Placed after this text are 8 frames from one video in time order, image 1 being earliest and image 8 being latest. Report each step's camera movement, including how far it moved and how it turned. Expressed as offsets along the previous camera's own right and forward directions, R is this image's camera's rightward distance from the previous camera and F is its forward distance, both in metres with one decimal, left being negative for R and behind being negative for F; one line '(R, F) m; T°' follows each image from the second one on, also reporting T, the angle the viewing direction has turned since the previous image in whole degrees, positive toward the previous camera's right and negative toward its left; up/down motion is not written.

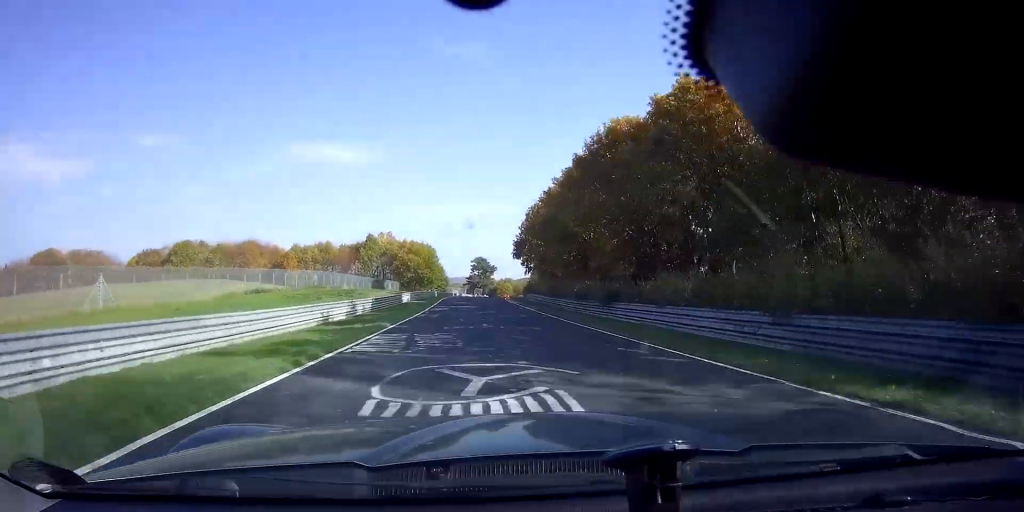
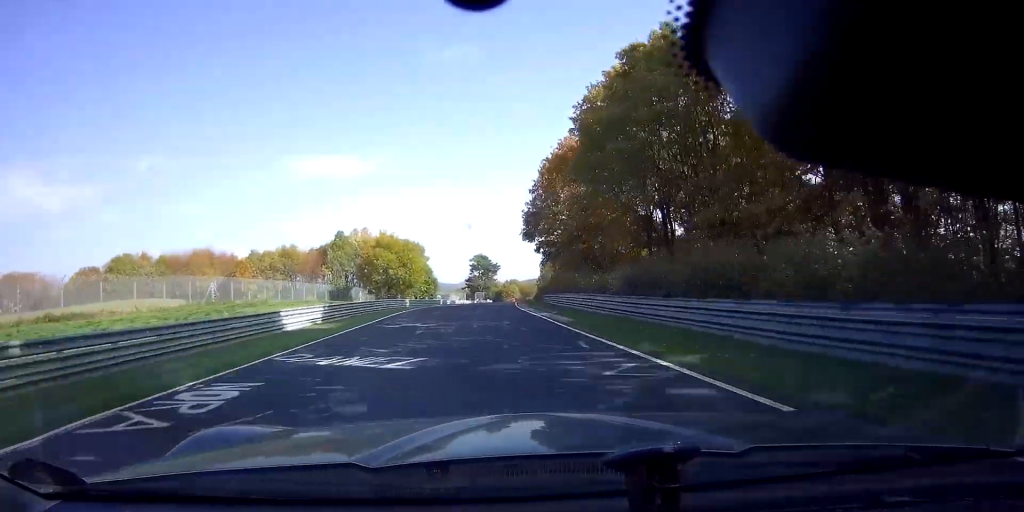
(-0.3, +30.5) m; -1°
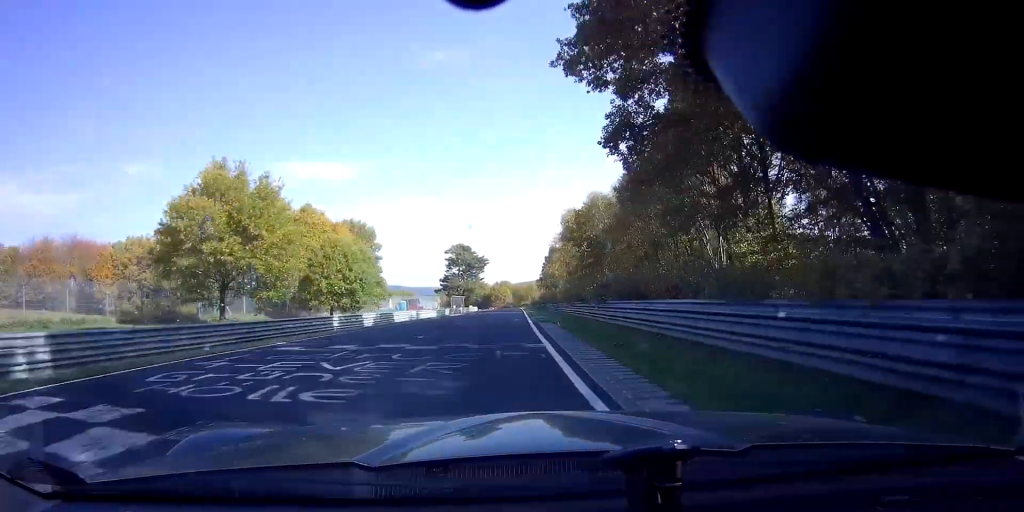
(-0.3, +45.9) m; +1°
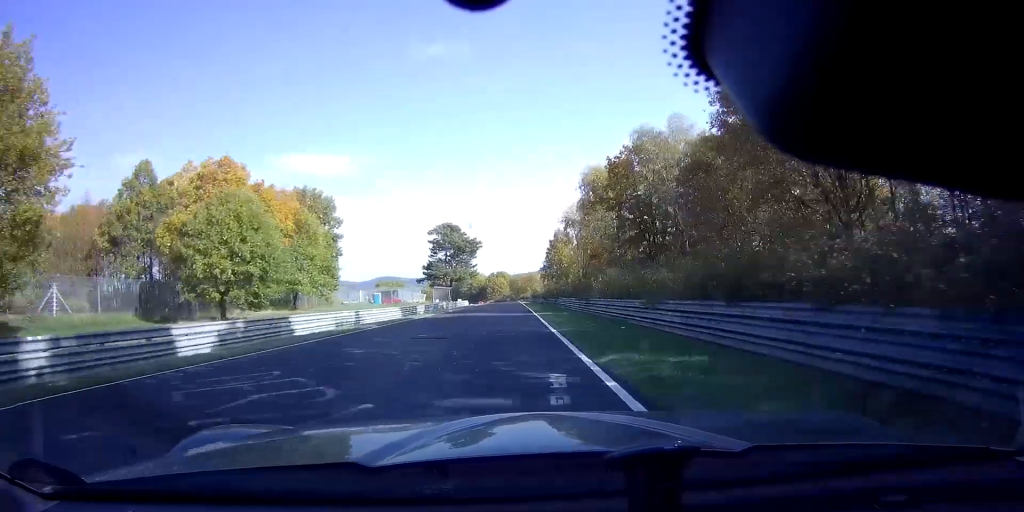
(+0.3, +21.8) m; 0°
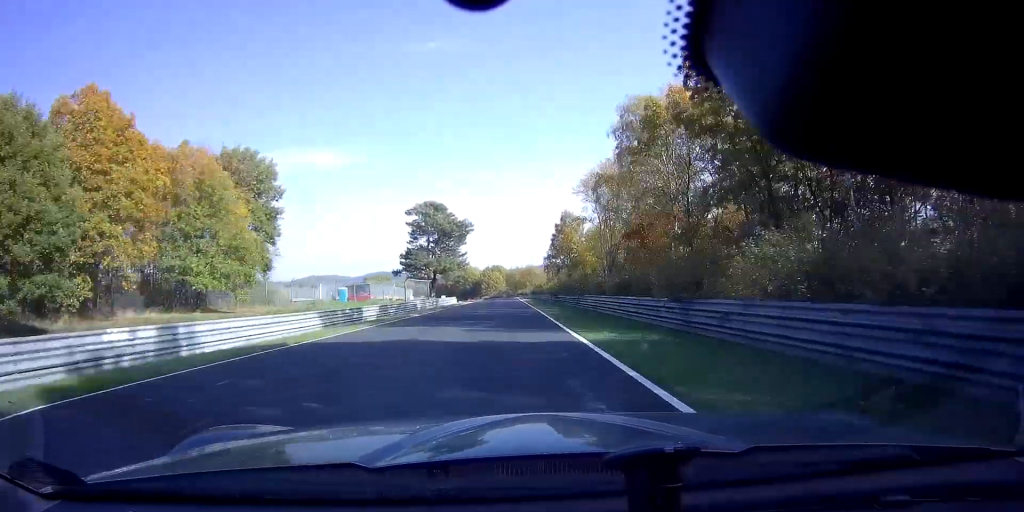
(+0.3, +19.2) m; 0°
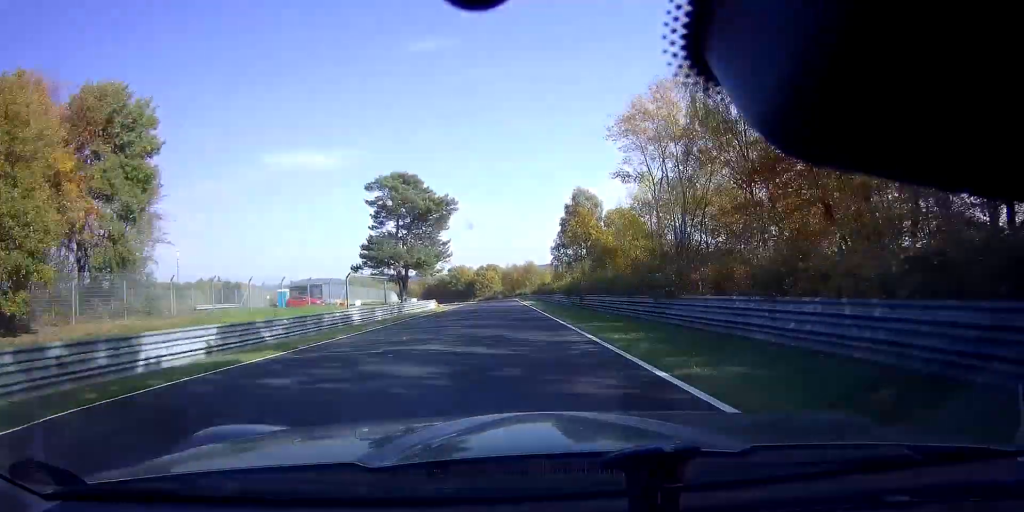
(-0.1, +21.2) m; 0°
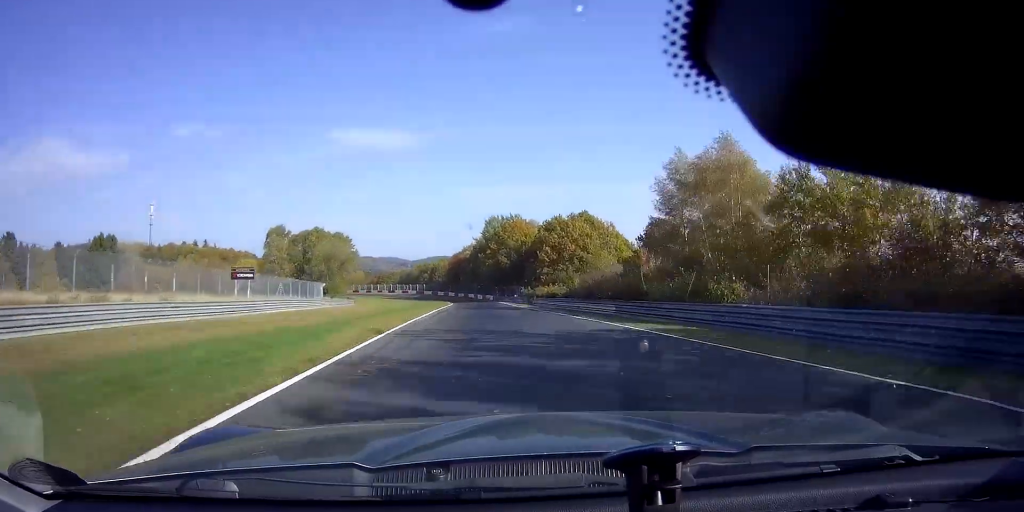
(-6.5, +139.6) m; -7°
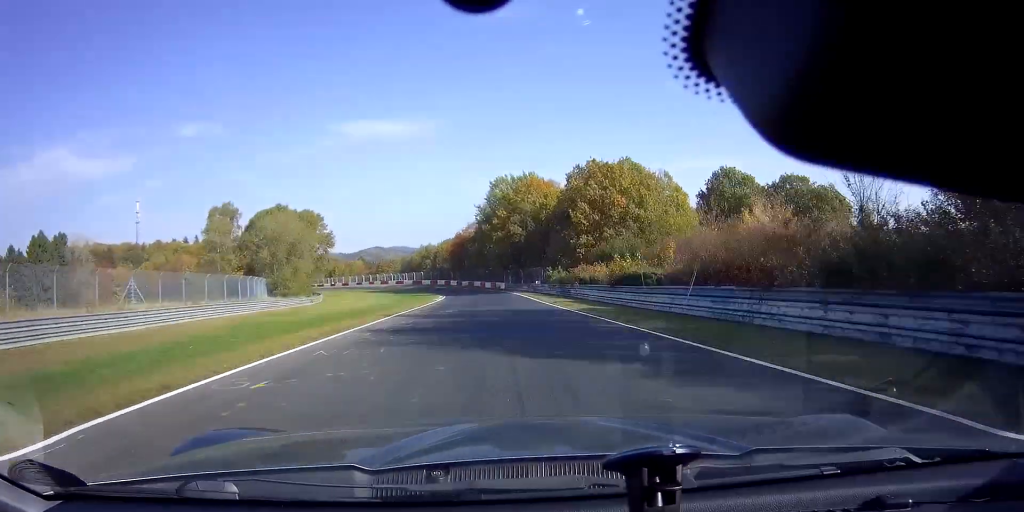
(-0.5, +27.6) m; -3°
